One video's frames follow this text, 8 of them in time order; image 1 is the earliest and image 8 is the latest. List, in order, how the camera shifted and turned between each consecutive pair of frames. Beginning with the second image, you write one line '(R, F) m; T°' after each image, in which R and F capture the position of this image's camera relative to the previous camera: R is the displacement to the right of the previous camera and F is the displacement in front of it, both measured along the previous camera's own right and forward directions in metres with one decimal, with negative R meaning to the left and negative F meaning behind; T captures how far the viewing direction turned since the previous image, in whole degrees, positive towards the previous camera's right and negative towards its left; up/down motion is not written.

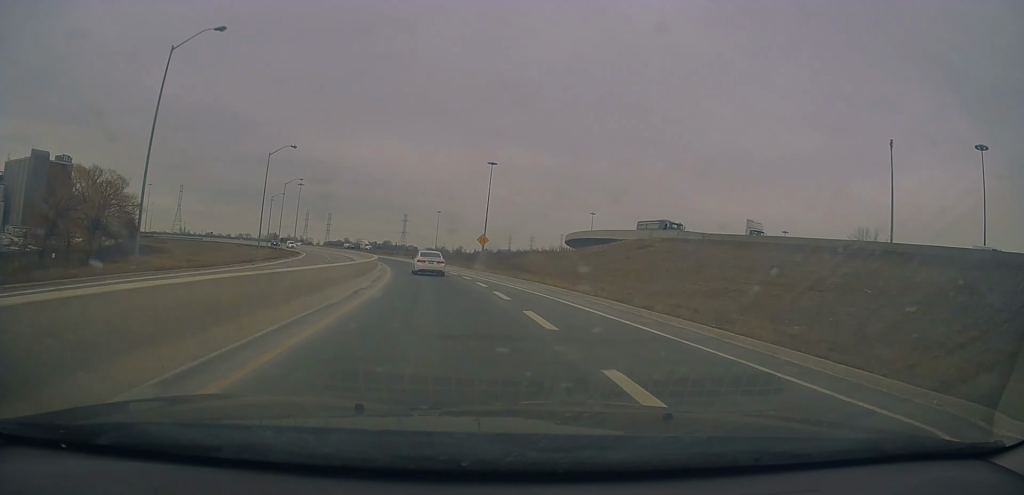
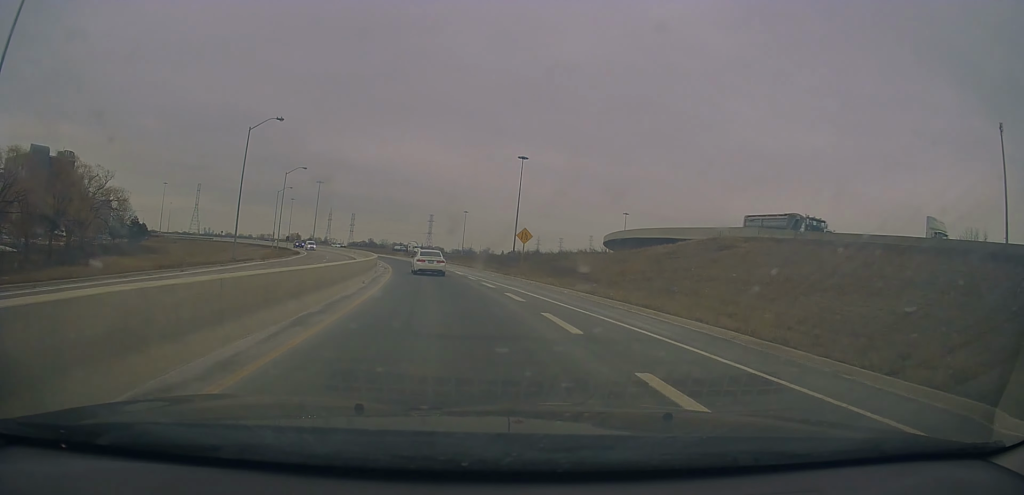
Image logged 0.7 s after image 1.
(-0.2, +13.8) m; -3°
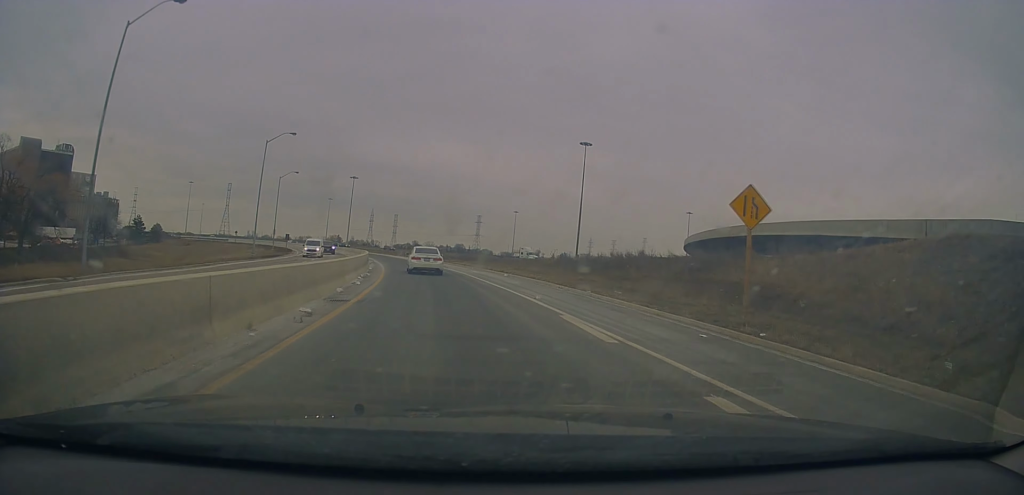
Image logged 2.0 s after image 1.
(-1.6, +27.3) m; -6°
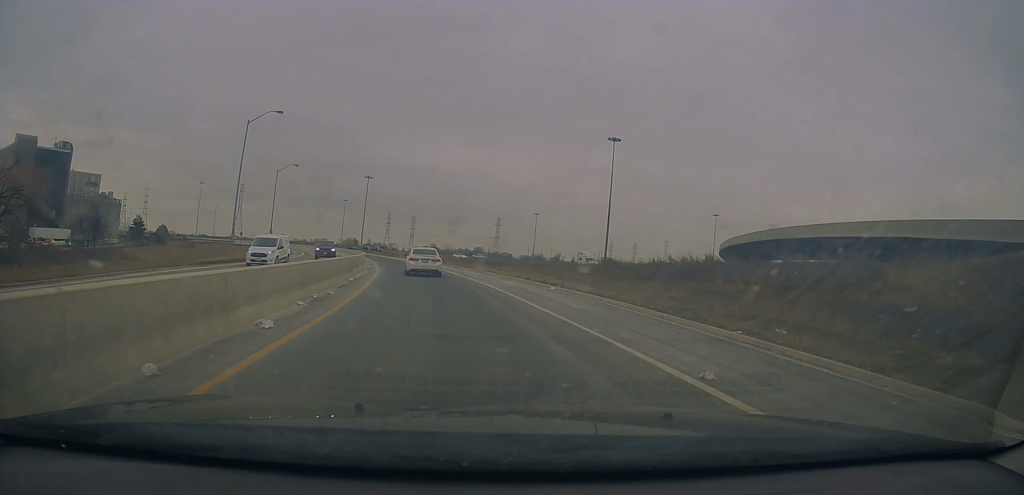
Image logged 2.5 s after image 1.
(-0.2, +11.0) m; -2°
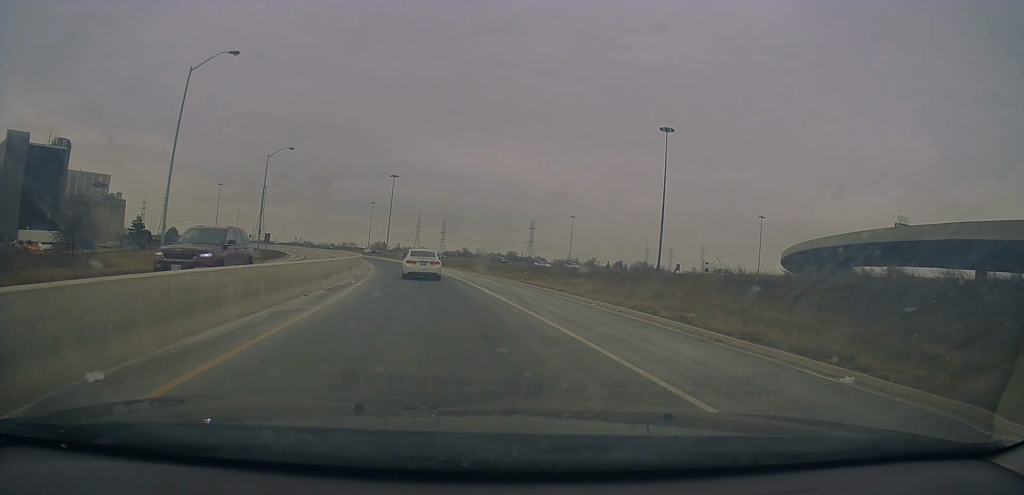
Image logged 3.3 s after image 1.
(+0.1, +18.0) m; -3°
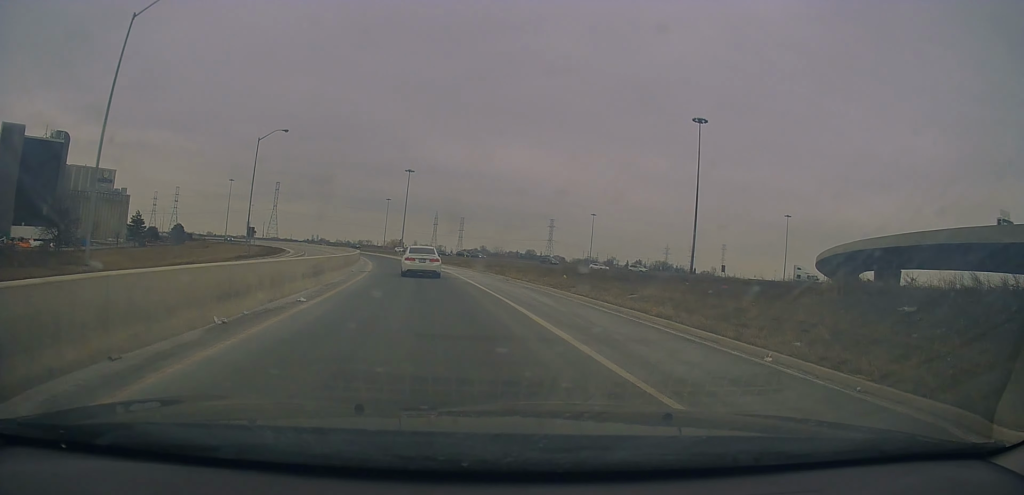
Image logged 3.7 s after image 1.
(-0.5, +9.1) m; -2°
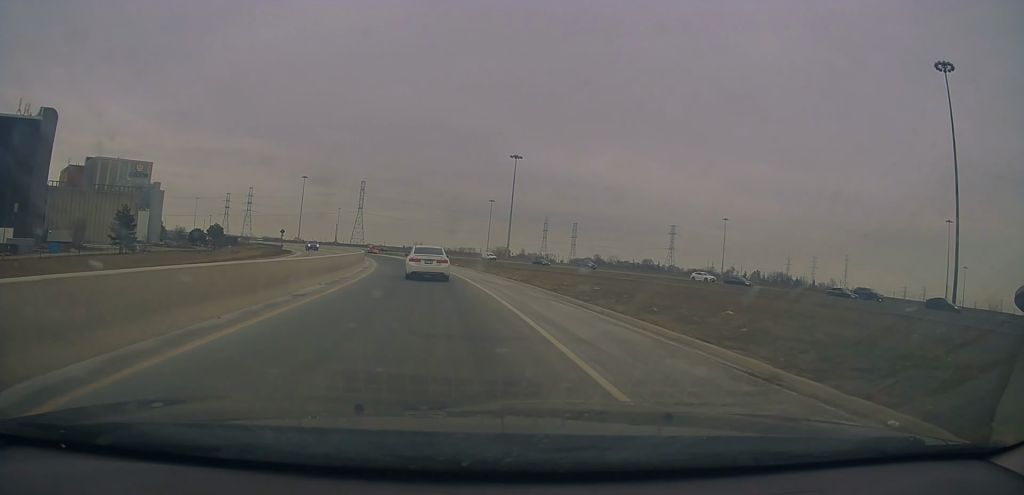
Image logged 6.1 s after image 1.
(-4.4, +52.2) m; -8°
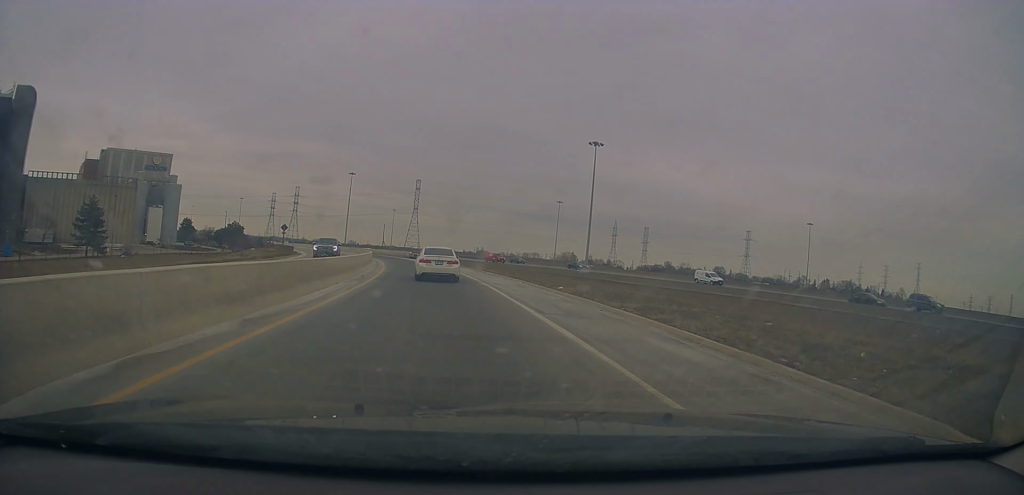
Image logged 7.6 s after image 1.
(-1.8, +30.5) m; -8°
